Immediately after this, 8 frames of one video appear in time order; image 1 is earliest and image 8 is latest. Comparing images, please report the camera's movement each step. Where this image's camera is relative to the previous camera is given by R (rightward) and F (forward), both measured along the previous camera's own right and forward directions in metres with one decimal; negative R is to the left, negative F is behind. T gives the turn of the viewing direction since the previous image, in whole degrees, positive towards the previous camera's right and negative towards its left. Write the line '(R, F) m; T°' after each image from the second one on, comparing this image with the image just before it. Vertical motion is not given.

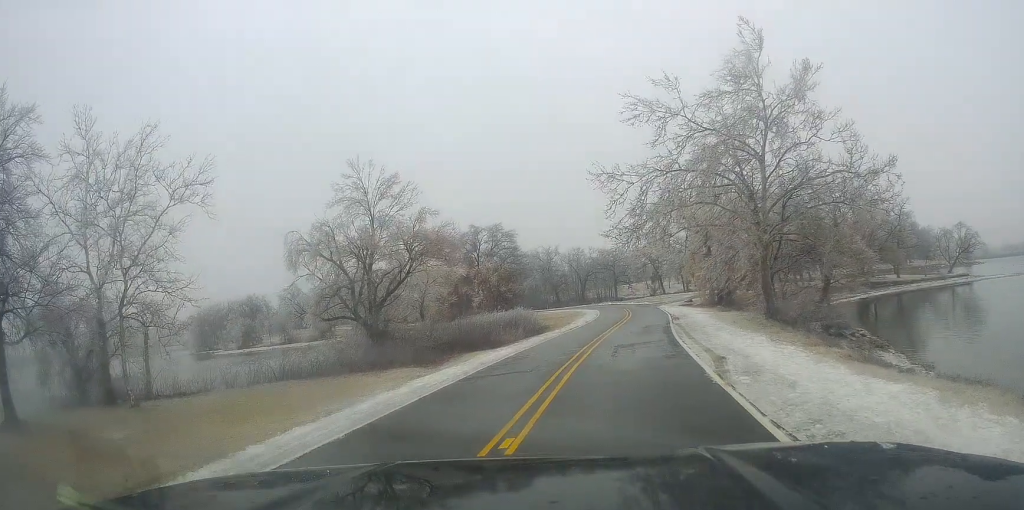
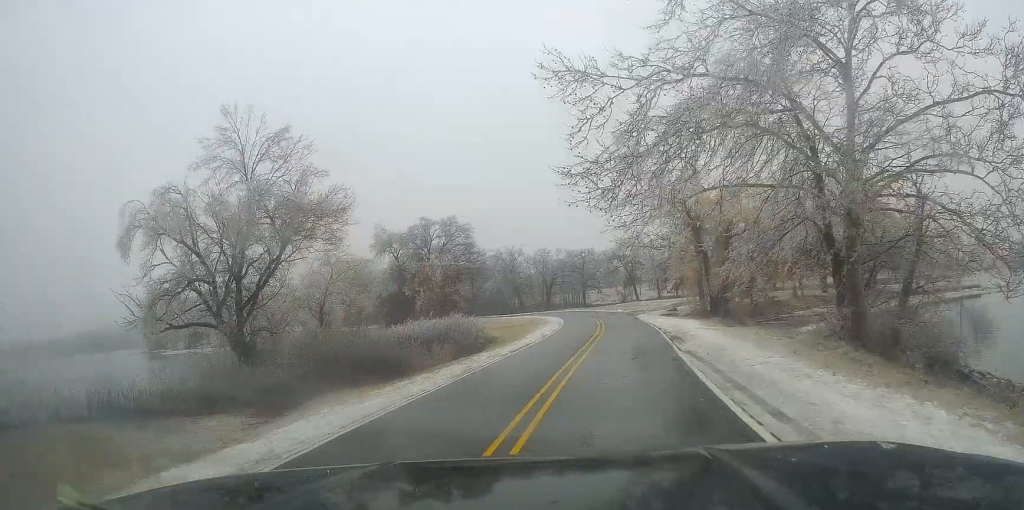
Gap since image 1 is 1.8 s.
(+1.0, +13.3) m; +5°
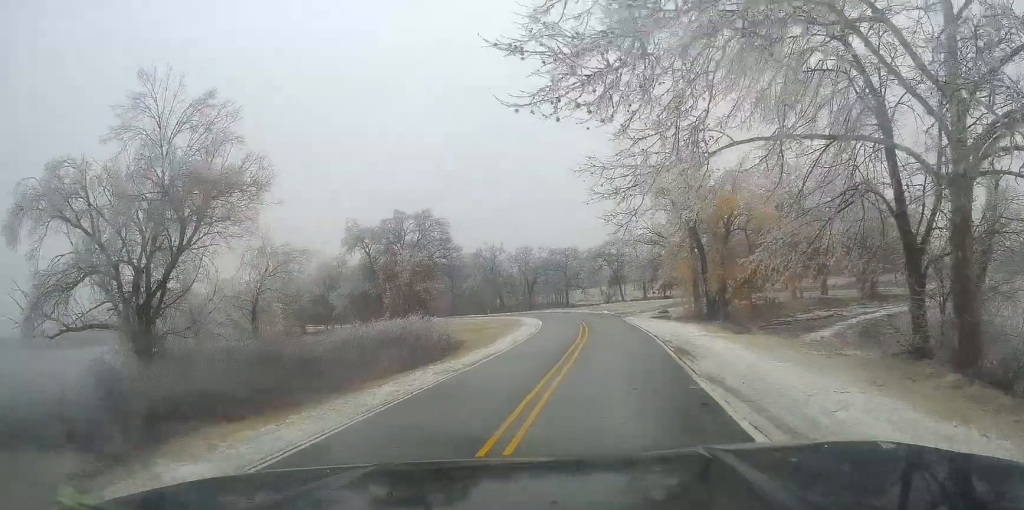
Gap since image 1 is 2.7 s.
(-0.1, +5.8) m; -3°
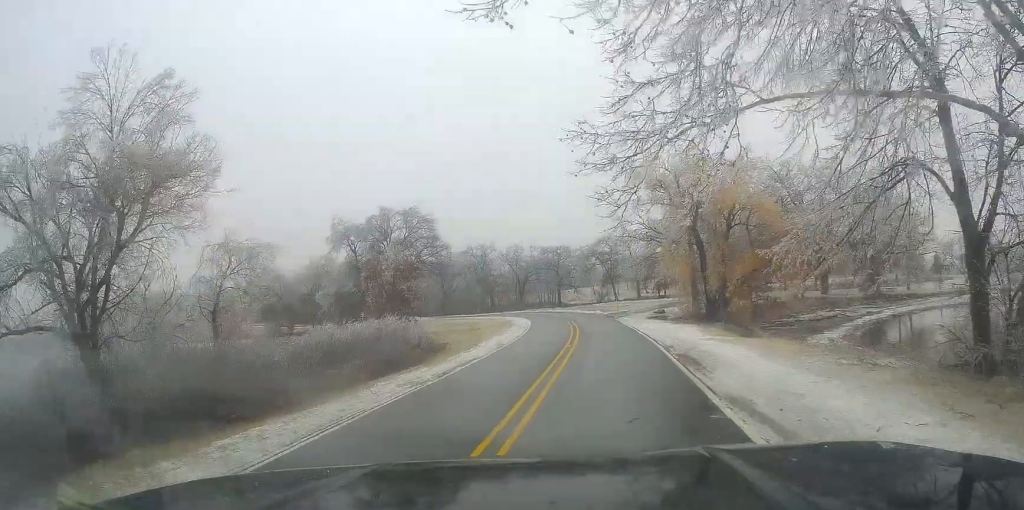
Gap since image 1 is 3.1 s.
(-0.2, +2.9) m; -3°
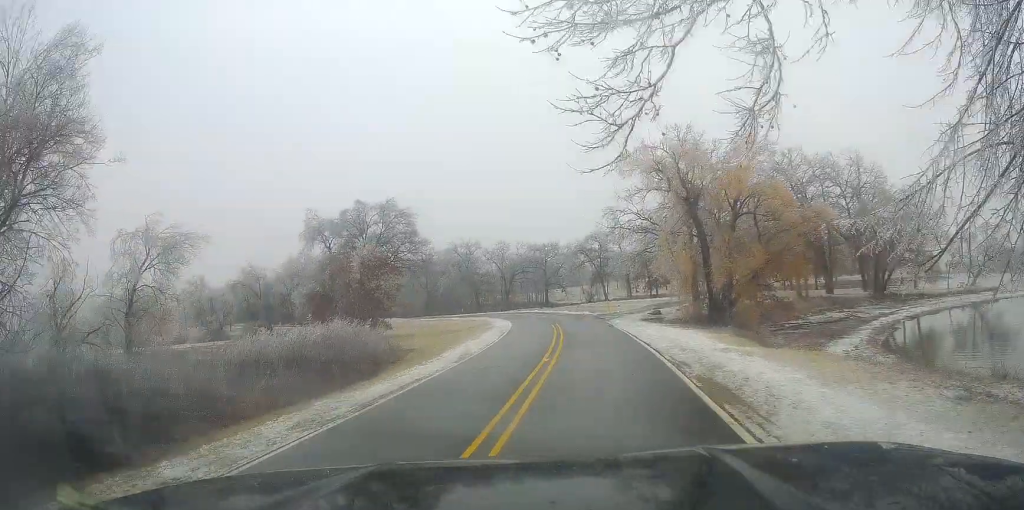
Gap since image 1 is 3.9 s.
(-0.1, +5.6) m; +3°
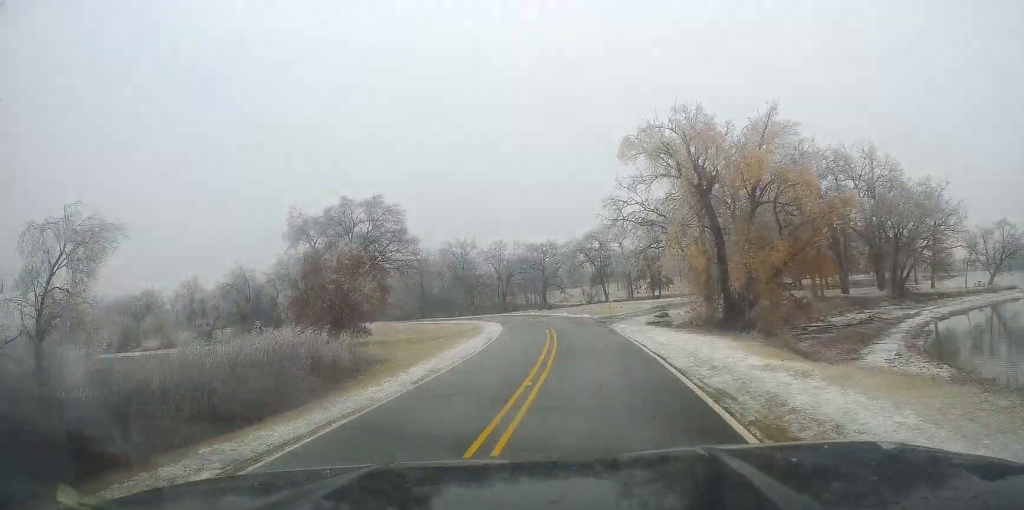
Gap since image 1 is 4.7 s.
(+0.3, +5.0) m; +3°
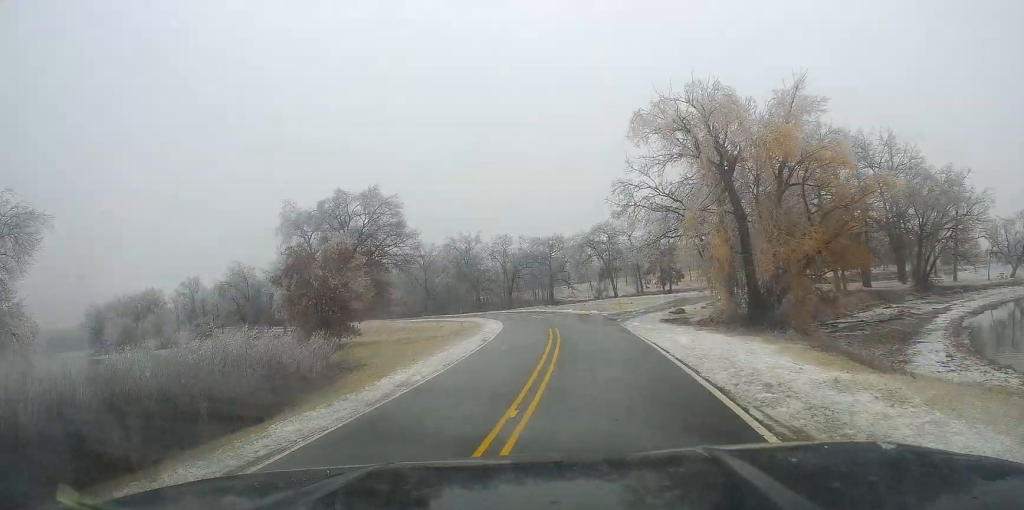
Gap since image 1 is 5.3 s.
(+0.3, +4.0) m; +1°
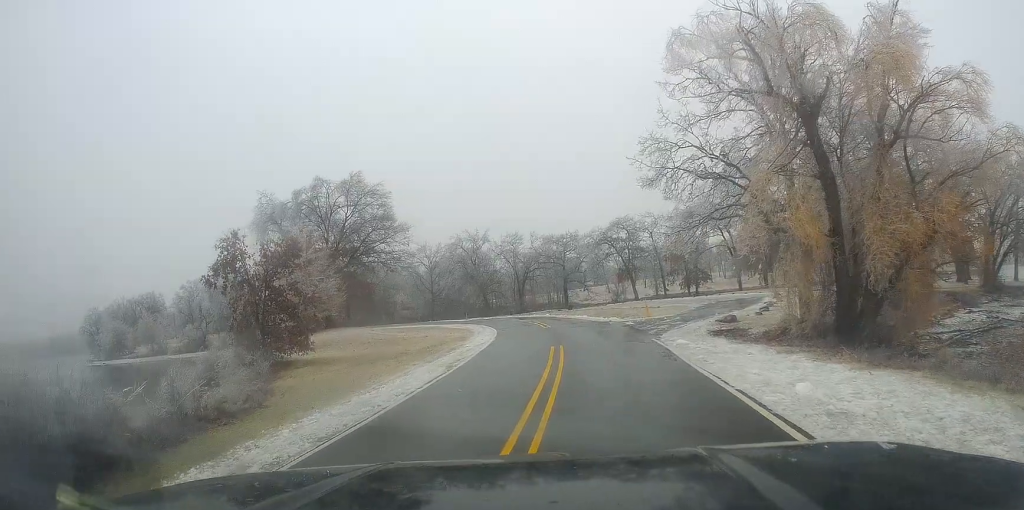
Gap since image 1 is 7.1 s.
(-1.5, +10.7) m; -8°
